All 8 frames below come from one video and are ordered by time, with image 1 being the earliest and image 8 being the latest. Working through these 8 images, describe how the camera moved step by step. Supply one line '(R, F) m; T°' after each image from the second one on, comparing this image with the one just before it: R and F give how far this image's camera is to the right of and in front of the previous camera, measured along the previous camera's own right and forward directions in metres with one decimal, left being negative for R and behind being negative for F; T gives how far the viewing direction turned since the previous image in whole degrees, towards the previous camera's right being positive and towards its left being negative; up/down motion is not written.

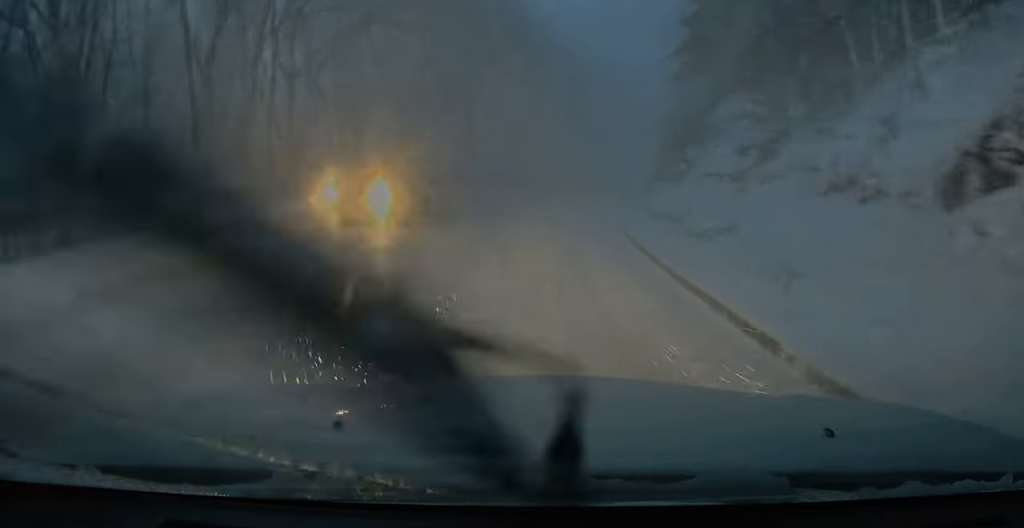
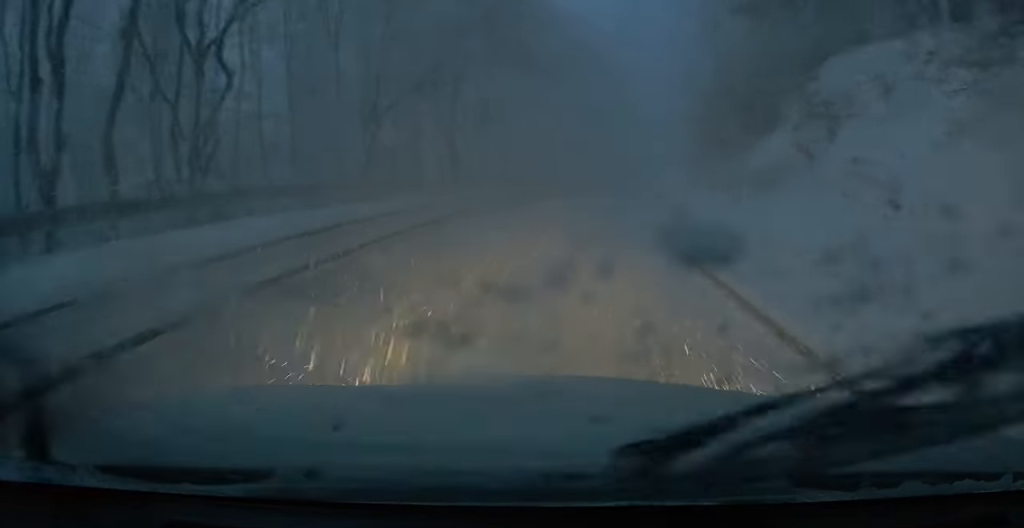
(+0.6, +7.2) m; -1°
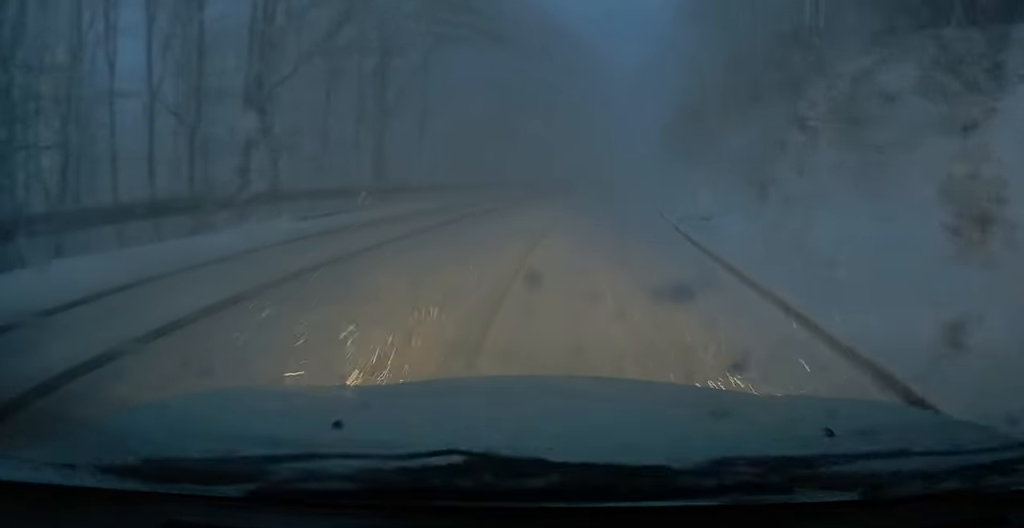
(-0.9, +8.1) m; -5°
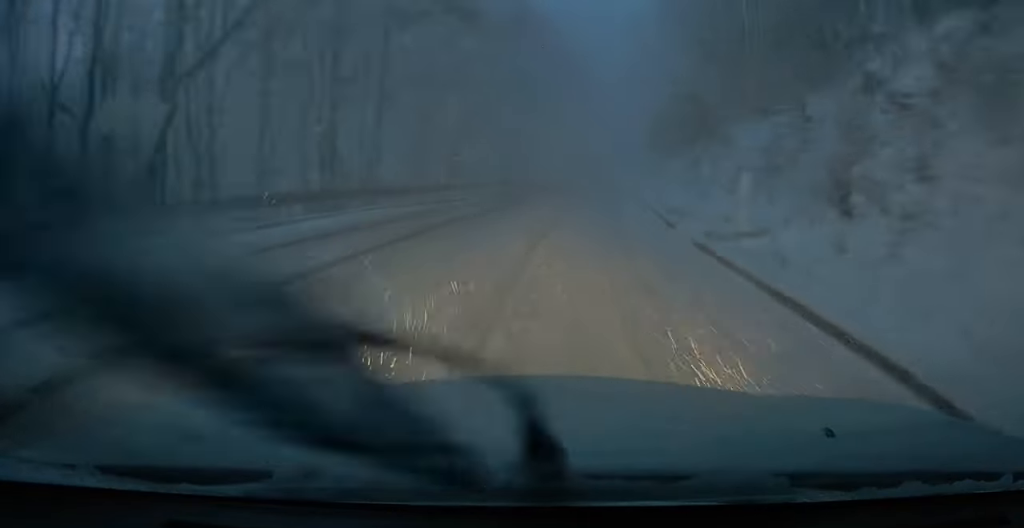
(0.0, +3.6) m; +2°
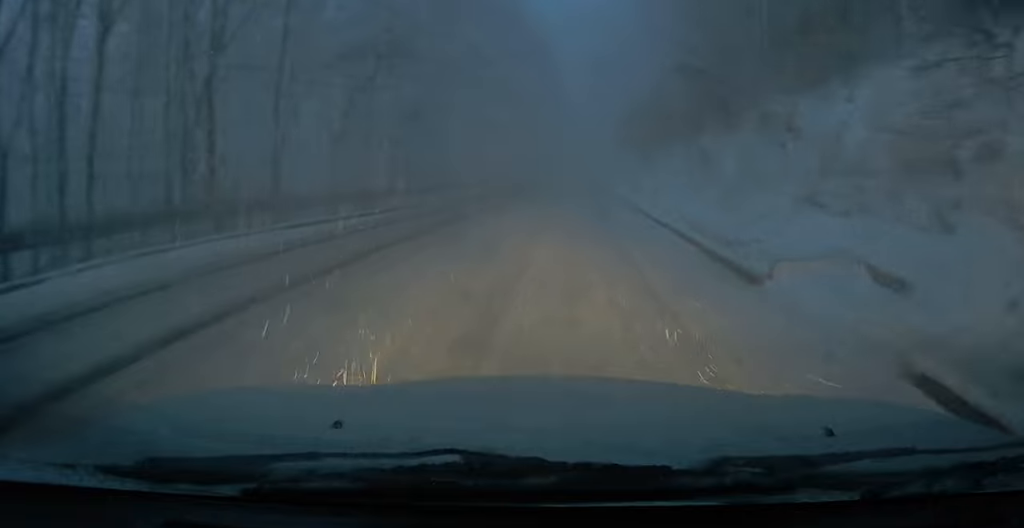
(+0.2, +6.5) m; +3°
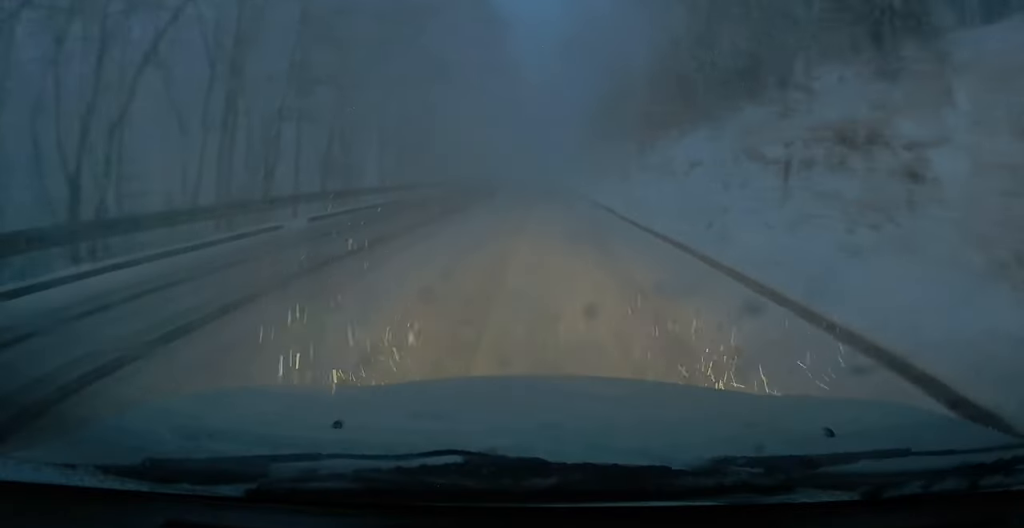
(+0.2, +10.2) m; +5°
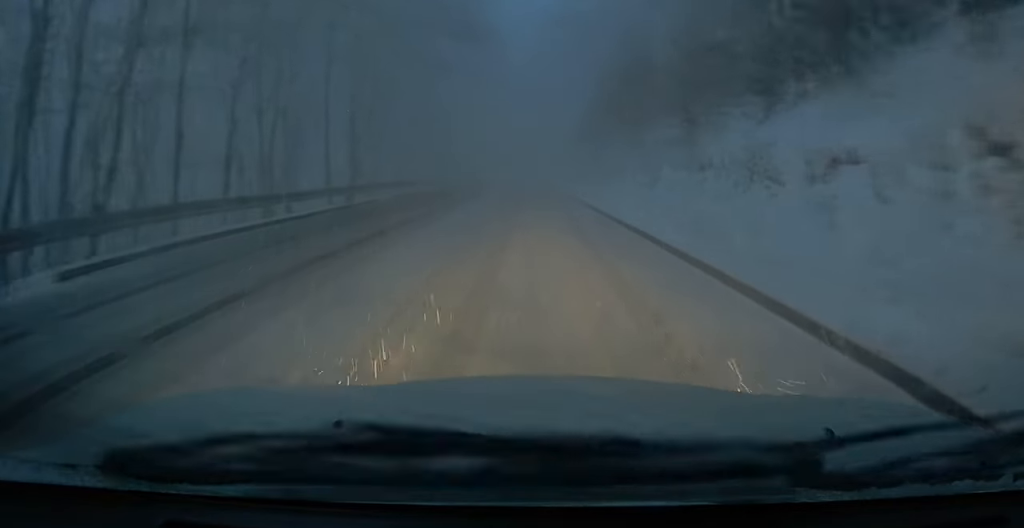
(+0.5, +8.0) m; +5°
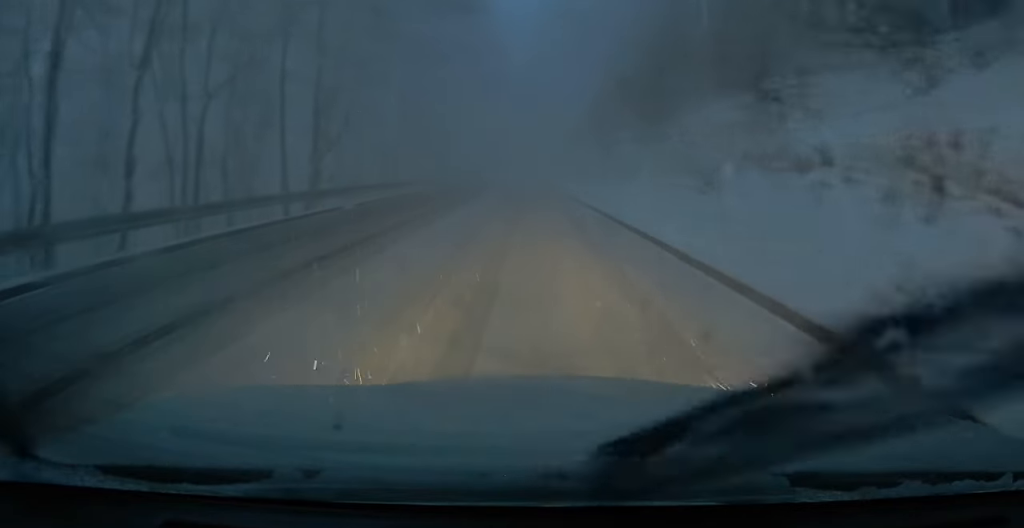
(+0.1, +5.2) m; 0°
